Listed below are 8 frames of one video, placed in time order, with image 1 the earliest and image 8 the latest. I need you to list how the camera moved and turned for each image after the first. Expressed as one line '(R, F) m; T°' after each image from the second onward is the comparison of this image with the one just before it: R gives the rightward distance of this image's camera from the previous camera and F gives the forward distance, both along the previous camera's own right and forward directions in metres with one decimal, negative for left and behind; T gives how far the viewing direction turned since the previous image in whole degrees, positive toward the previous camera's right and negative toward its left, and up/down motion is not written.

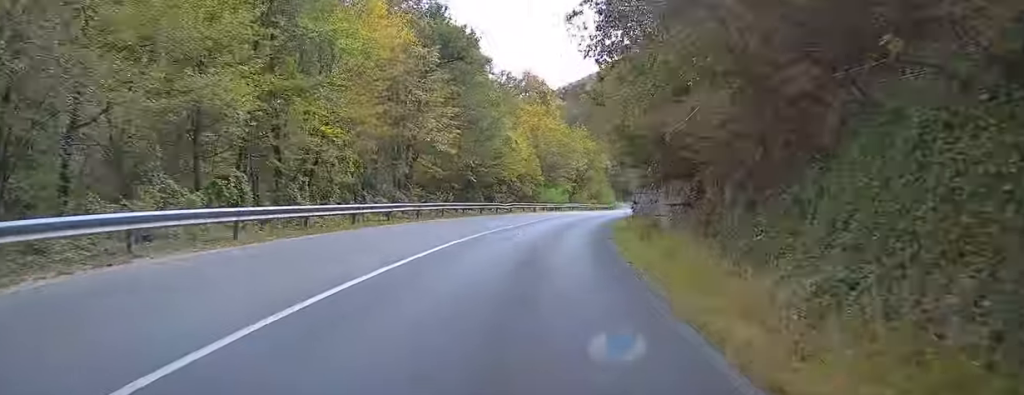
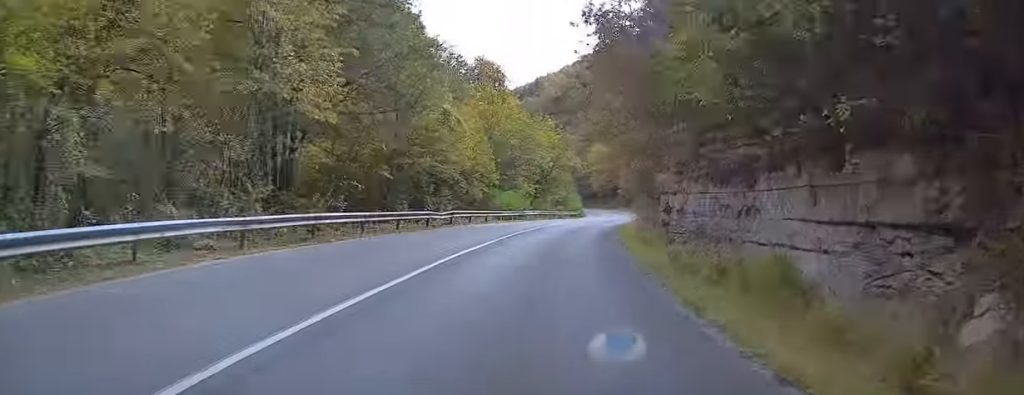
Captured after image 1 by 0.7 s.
(+0.9, +15.4) m; +5°
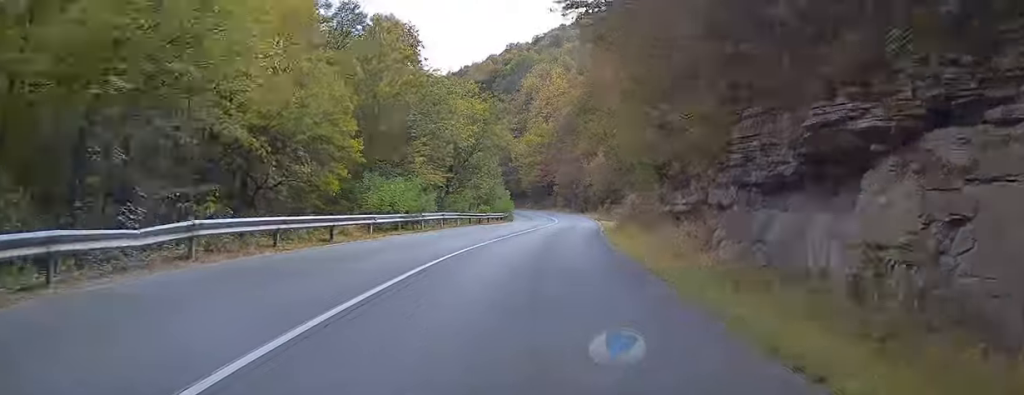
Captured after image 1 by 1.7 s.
(+1.0, +22.1) m; +6°
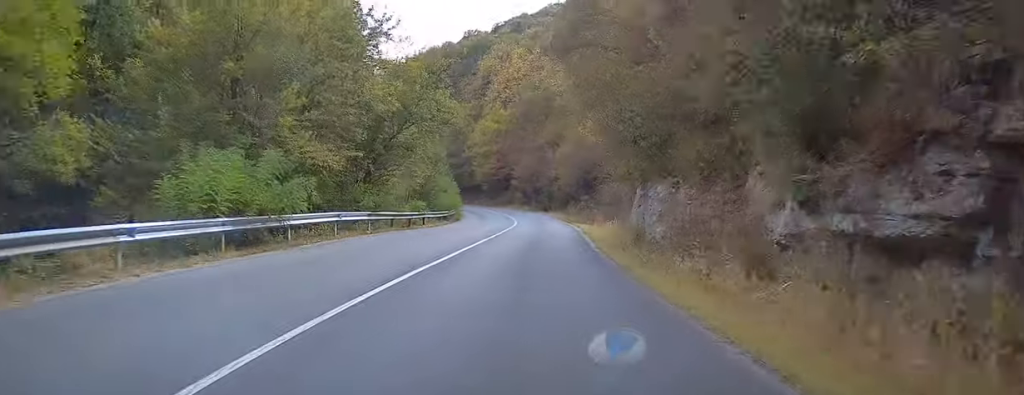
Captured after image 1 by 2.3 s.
(+0.7, +13.8) m; +3°
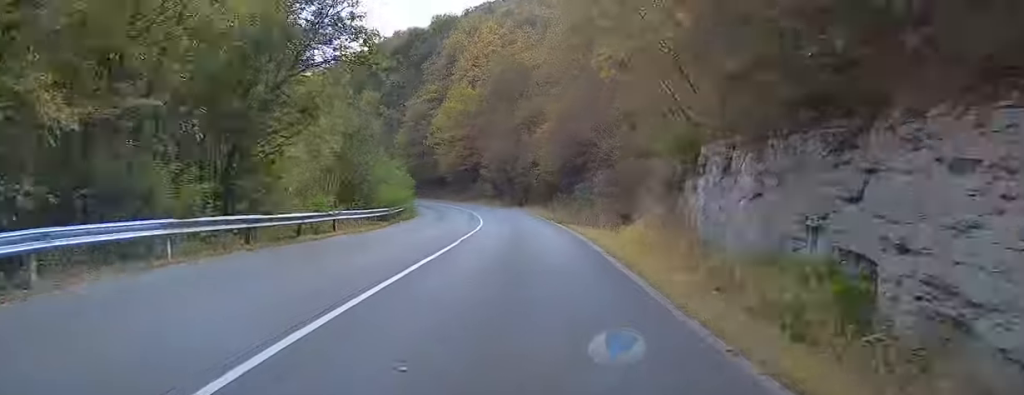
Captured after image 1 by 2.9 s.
(+0.5, +13.9) m; +2°
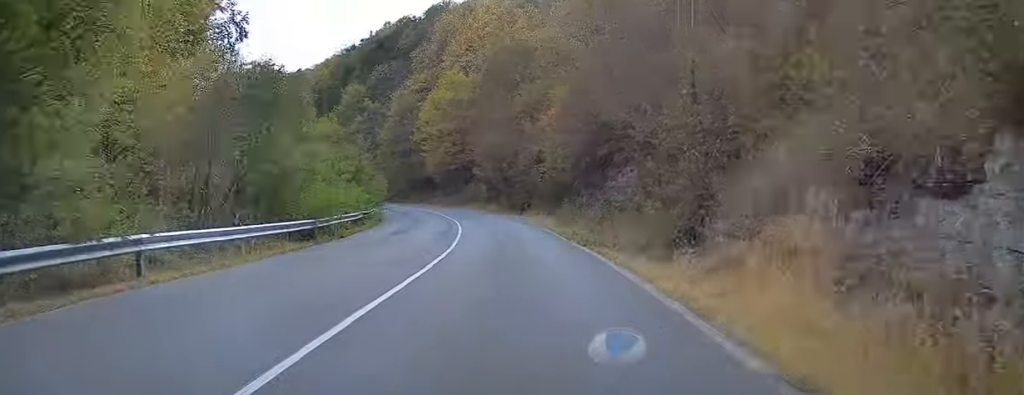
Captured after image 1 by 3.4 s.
(+0.1, +13.1) m; 0°
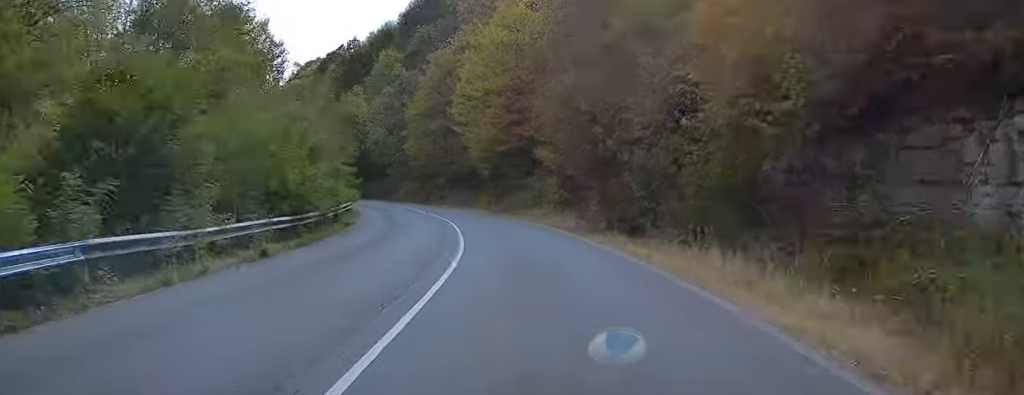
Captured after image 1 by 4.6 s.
(-0.1, +27.5) m; -4°
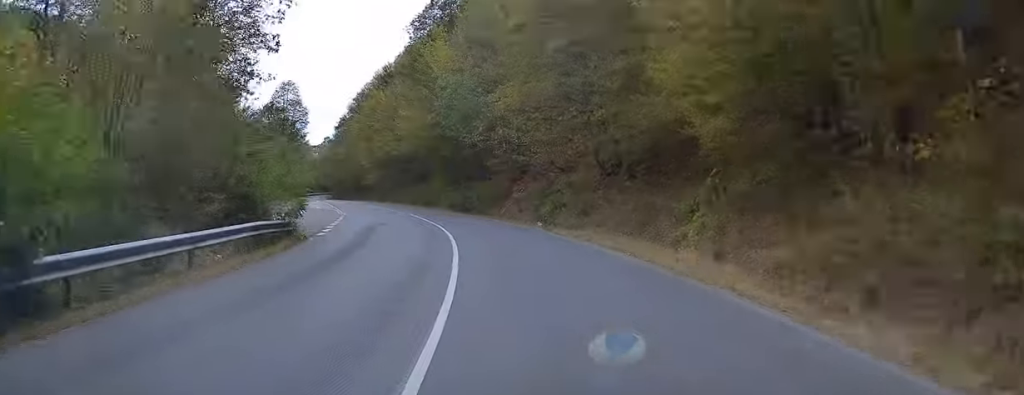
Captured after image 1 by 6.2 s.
(-4.5, +34.7) m; -15°
